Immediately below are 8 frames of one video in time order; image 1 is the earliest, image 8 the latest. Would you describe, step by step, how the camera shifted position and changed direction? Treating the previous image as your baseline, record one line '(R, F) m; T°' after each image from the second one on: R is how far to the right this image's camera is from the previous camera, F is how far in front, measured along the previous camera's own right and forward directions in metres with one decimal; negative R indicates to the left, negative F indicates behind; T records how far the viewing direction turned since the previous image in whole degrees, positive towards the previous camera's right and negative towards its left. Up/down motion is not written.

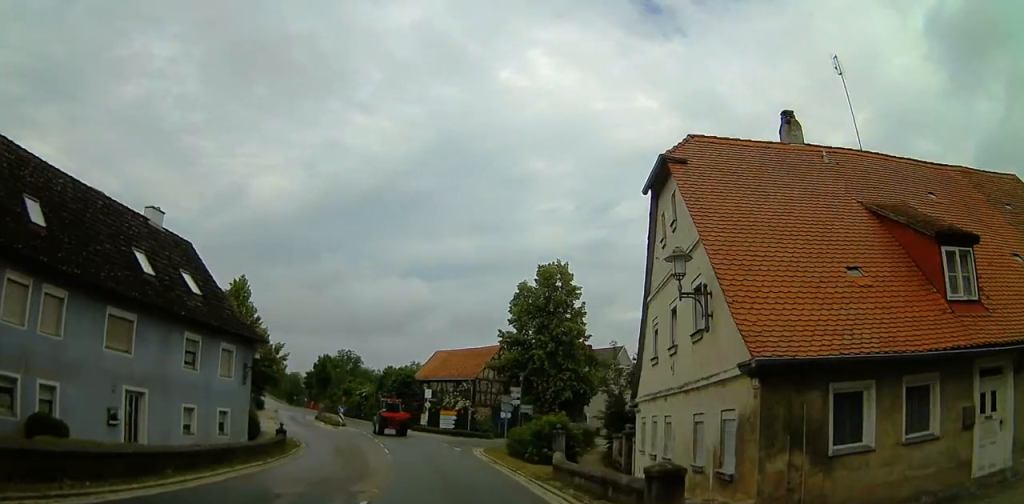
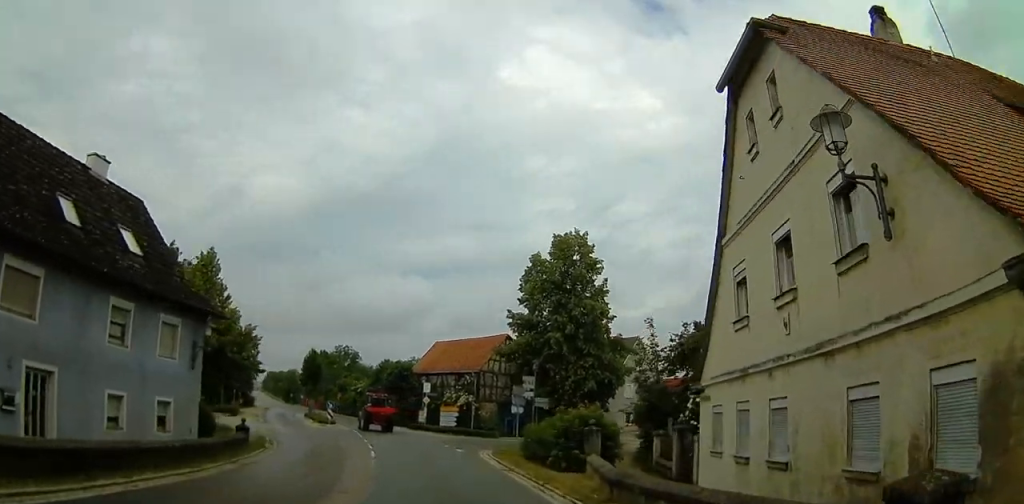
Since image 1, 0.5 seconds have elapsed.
(0.0, +5.1) m; 0°
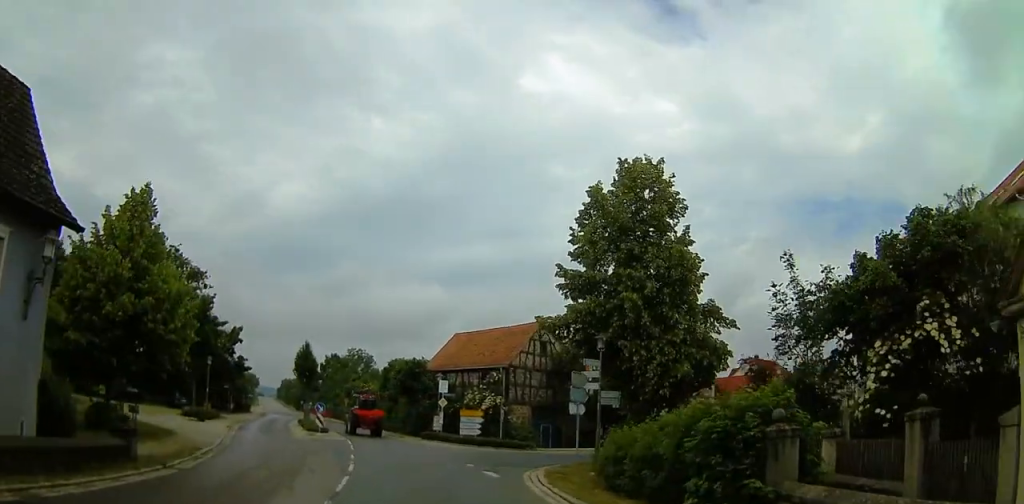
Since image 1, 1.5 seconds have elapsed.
(+0.1, +9.4) m; 0°
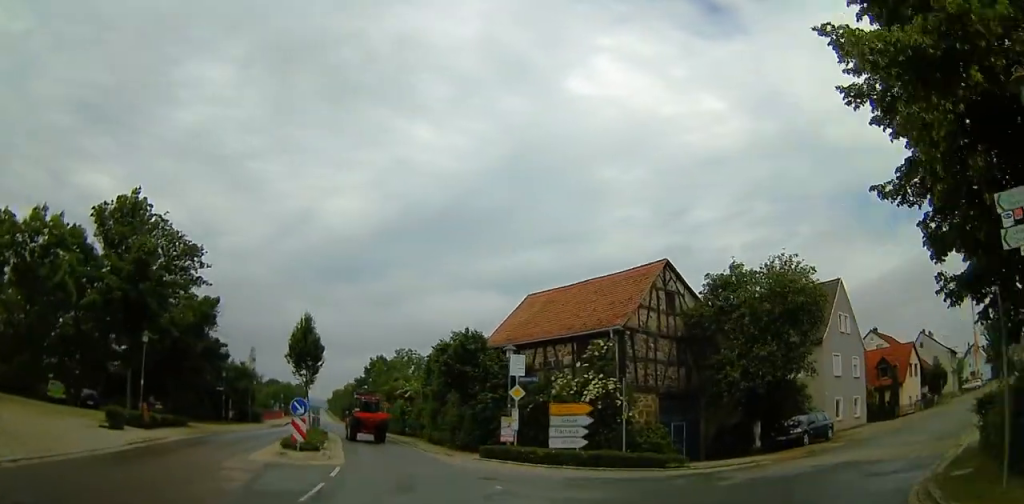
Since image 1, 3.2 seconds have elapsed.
(-0.1, +16.6) m; +4°
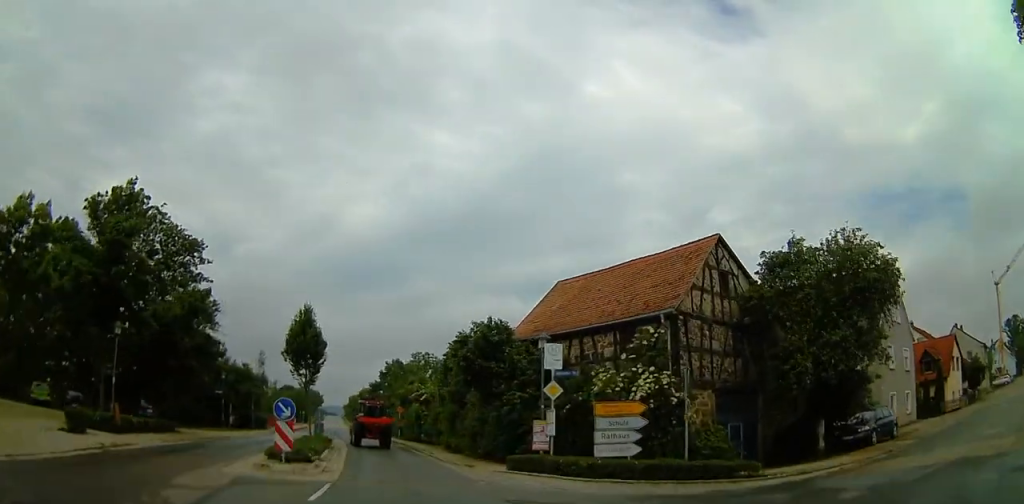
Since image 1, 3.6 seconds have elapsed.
(+0.4, +4.3) m; 0°
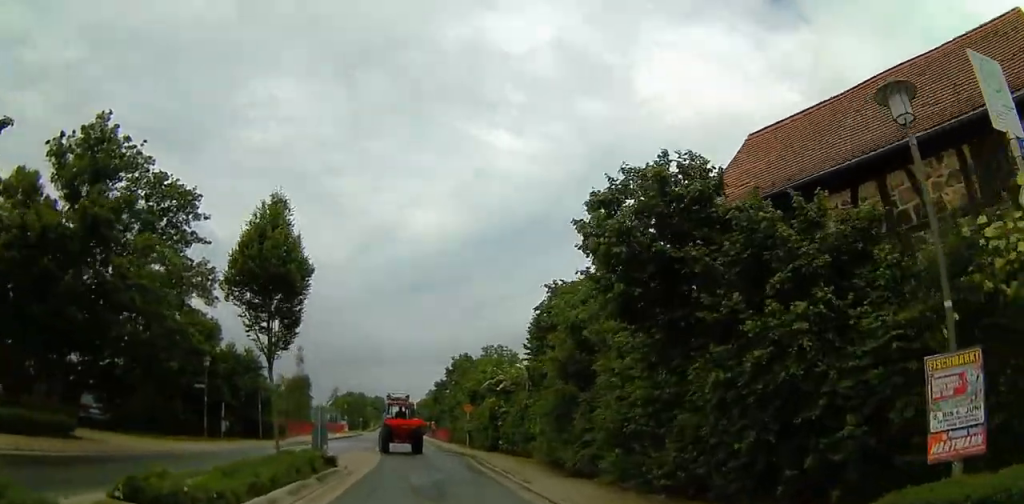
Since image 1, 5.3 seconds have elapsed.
(-0.7, +16.0) m; -11°
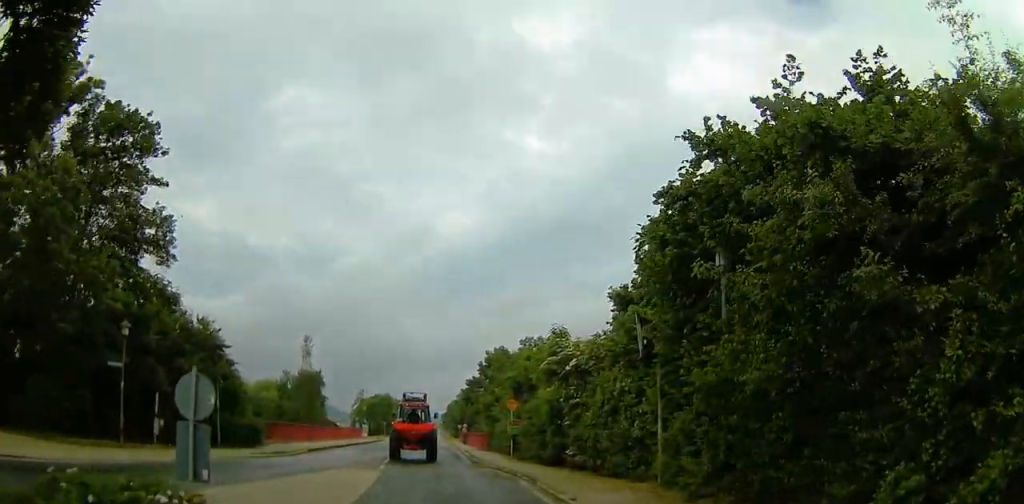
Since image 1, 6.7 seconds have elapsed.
(-1.4, +11.7) m; -14°
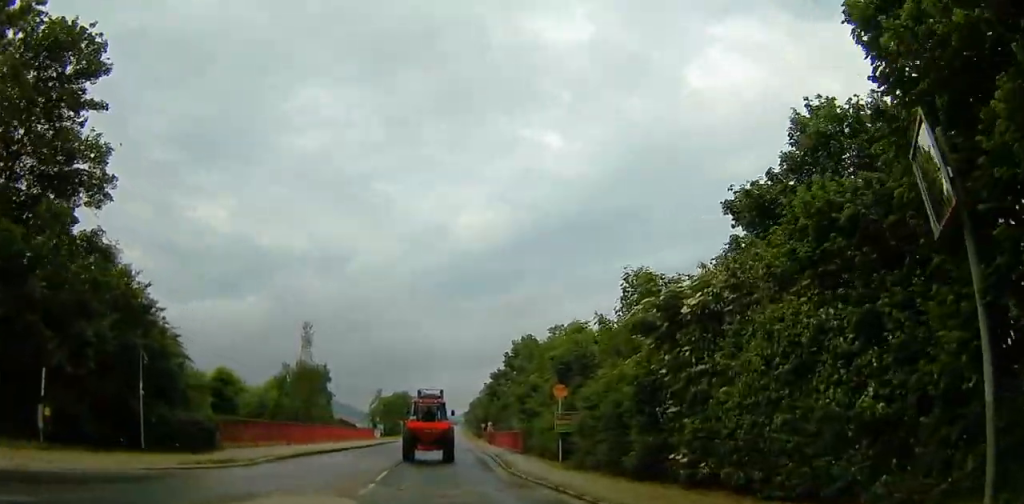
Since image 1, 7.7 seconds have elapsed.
(-0.9, +7.9) m; 0°
